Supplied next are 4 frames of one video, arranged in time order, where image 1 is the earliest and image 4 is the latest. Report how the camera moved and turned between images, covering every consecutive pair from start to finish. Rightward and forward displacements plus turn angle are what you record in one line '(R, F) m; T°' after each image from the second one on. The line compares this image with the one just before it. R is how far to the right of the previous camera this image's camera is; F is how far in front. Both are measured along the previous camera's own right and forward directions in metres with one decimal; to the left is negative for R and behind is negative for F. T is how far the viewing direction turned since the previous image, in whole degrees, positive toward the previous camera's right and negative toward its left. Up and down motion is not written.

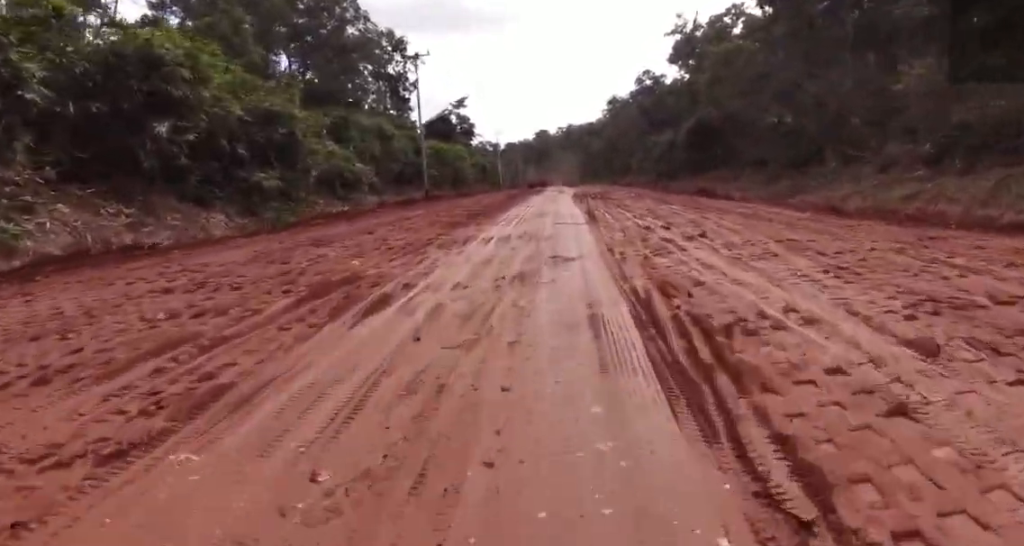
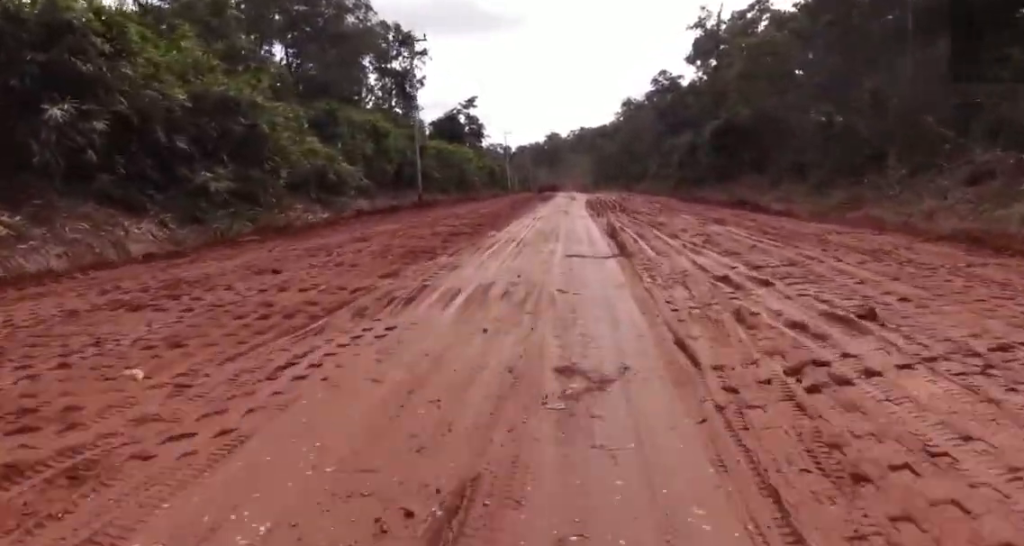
(+0.5, +5.2) m; +2°
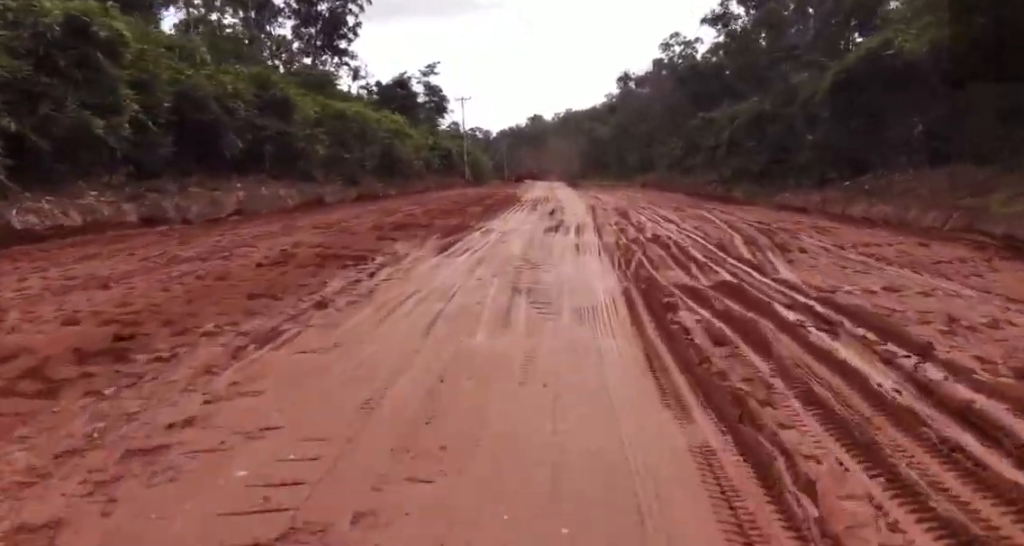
(-1.9, +29.0) m; 0°
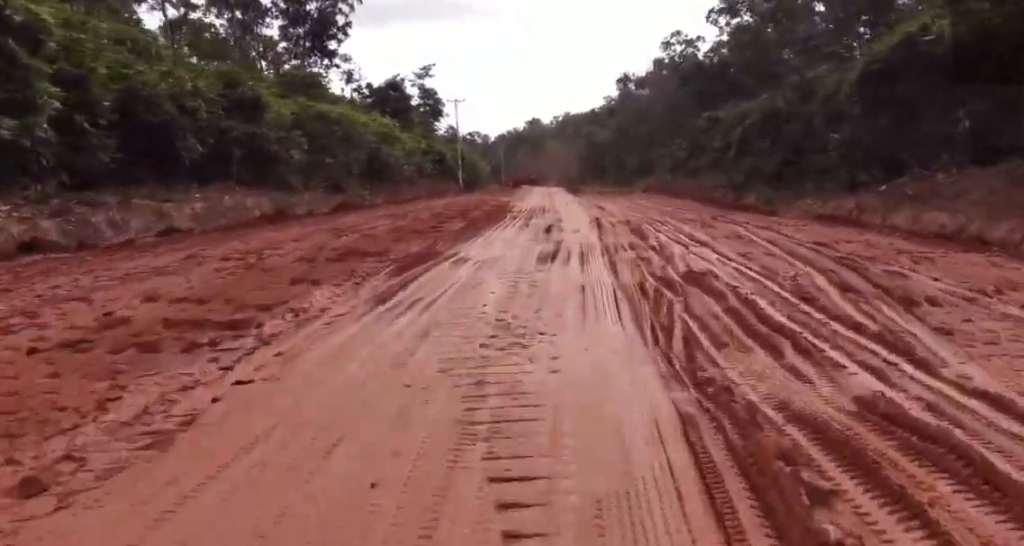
(+0.7, +3.3) m; 0°
